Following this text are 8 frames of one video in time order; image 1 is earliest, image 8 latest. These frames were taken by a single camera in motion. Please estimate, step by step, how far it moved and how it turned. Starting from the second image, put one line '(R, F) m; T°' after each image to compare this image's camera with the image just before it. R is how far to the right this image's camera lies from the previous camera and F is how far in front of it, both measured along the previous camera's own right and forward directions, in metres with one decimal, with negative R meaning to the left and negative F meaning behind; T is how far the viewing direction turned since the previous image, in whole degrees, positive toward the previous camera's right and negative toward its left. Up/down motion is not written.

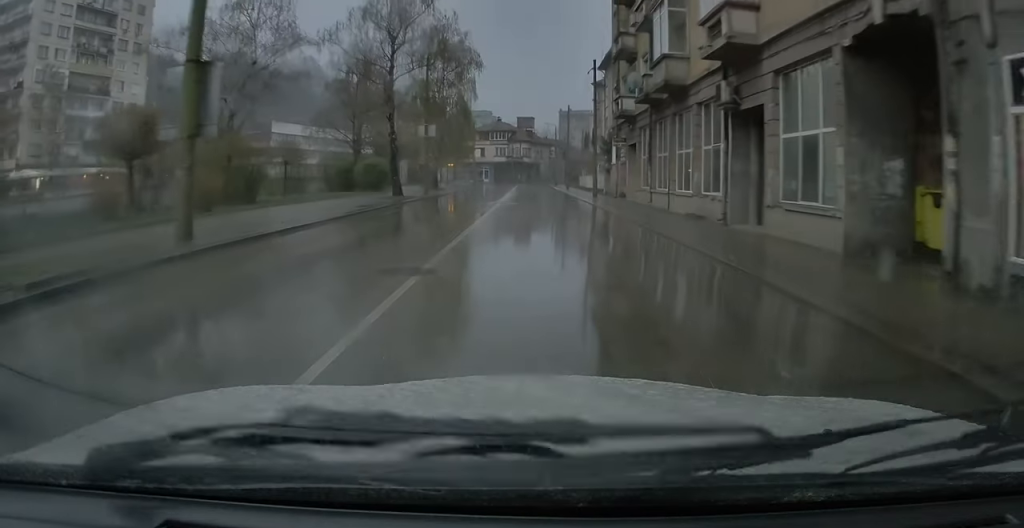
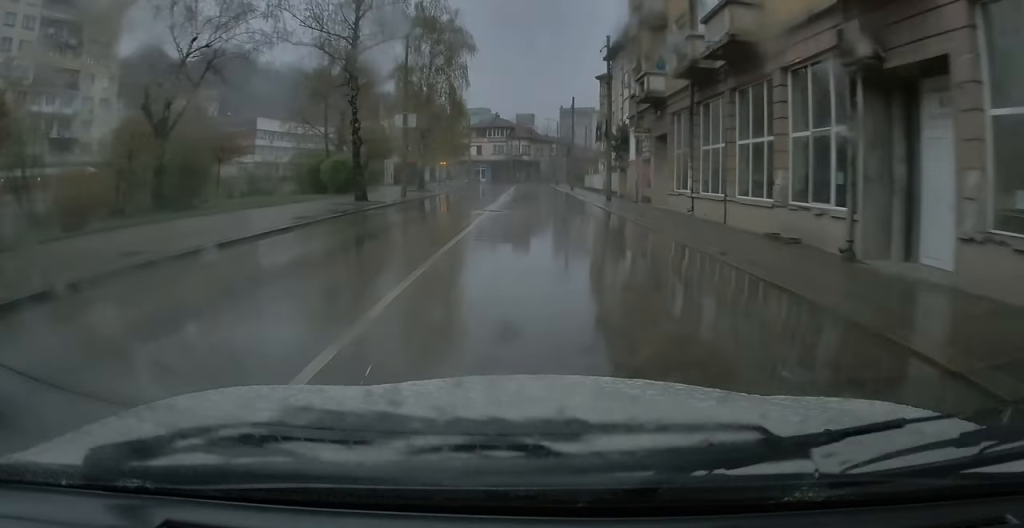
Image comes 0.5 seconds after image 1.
(+0.1, +7.6) m; 0°
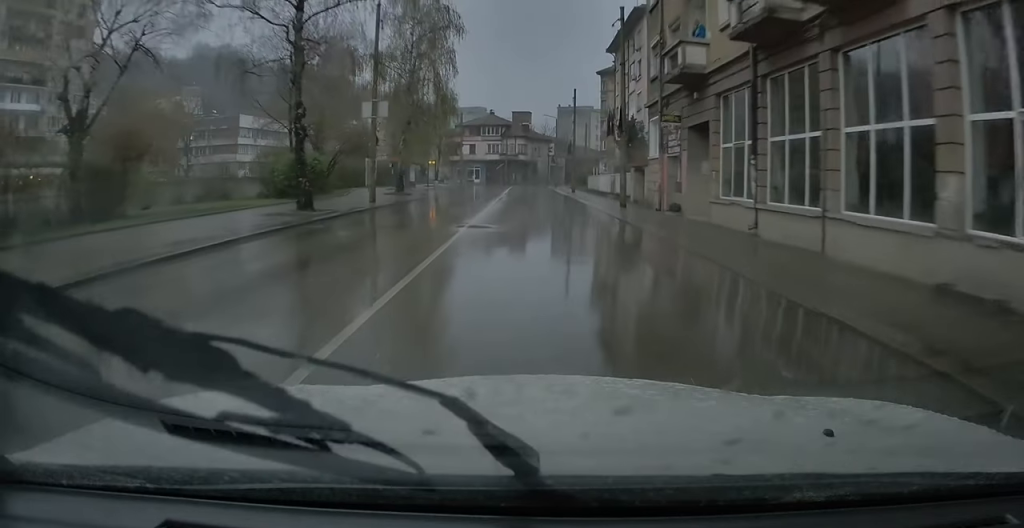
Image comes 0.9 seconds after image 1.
(0.0, +6.7) m; 0°
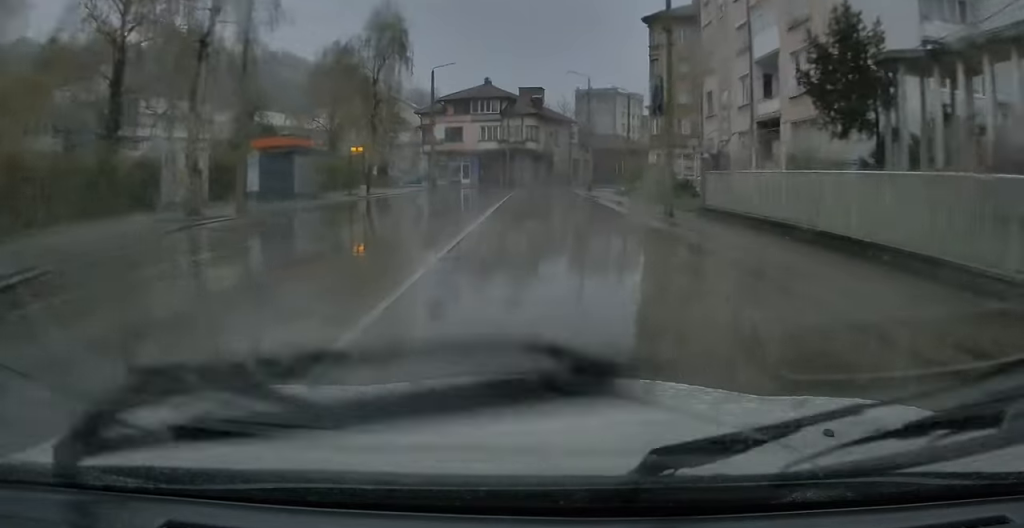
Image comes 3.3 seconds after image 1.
(+0.3, +37.7) m; +1°
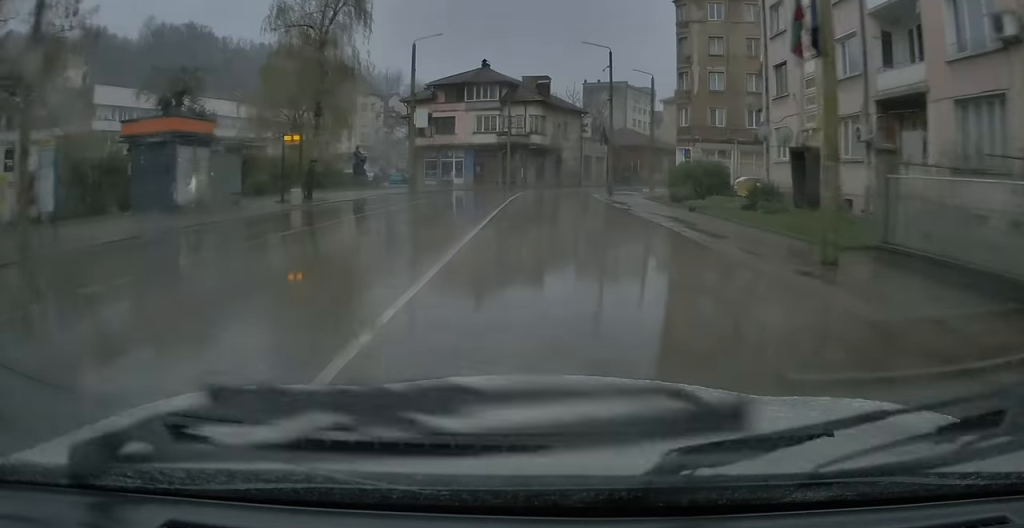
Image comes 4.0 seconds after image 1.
(0.0, +11.8) m; 0°
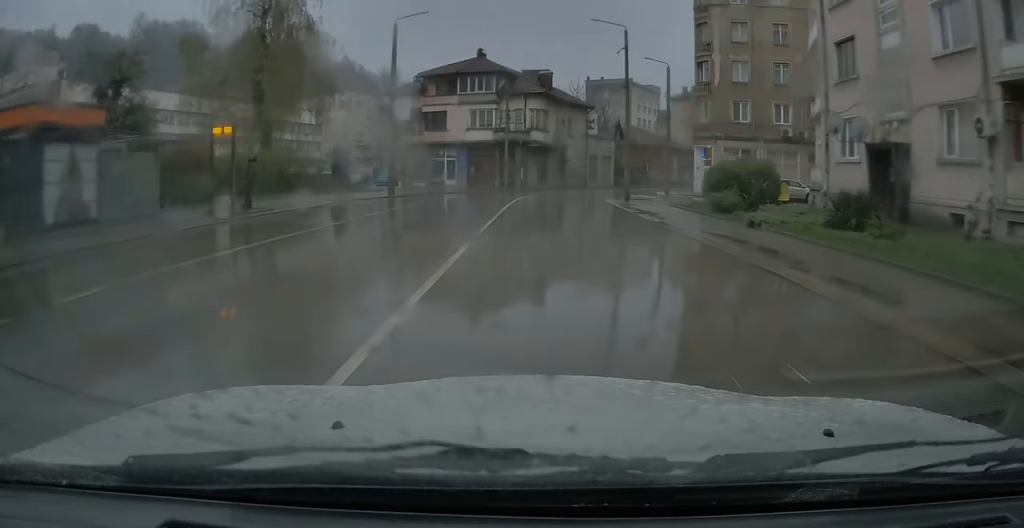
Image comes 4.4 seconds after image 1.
(0.0, +6.2) m; 0°
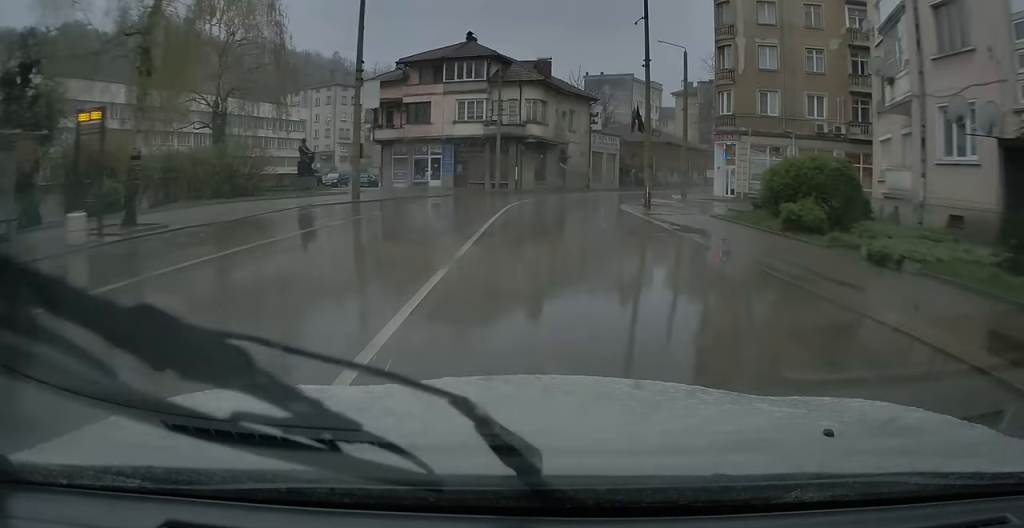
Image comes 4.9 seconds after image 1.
(0.0, +6.7) m; +1°
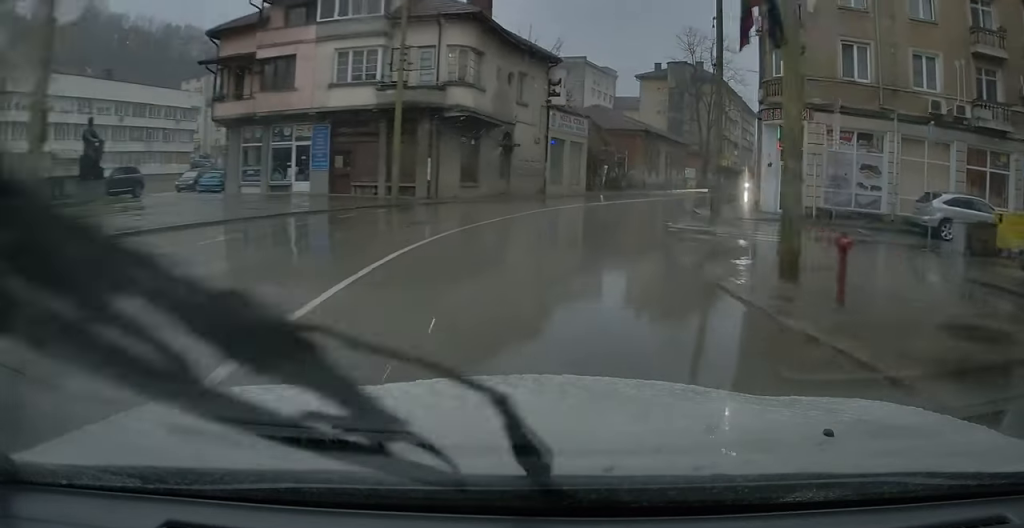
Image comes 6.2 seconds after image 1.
(+0.4, +18.6) m; +4°
